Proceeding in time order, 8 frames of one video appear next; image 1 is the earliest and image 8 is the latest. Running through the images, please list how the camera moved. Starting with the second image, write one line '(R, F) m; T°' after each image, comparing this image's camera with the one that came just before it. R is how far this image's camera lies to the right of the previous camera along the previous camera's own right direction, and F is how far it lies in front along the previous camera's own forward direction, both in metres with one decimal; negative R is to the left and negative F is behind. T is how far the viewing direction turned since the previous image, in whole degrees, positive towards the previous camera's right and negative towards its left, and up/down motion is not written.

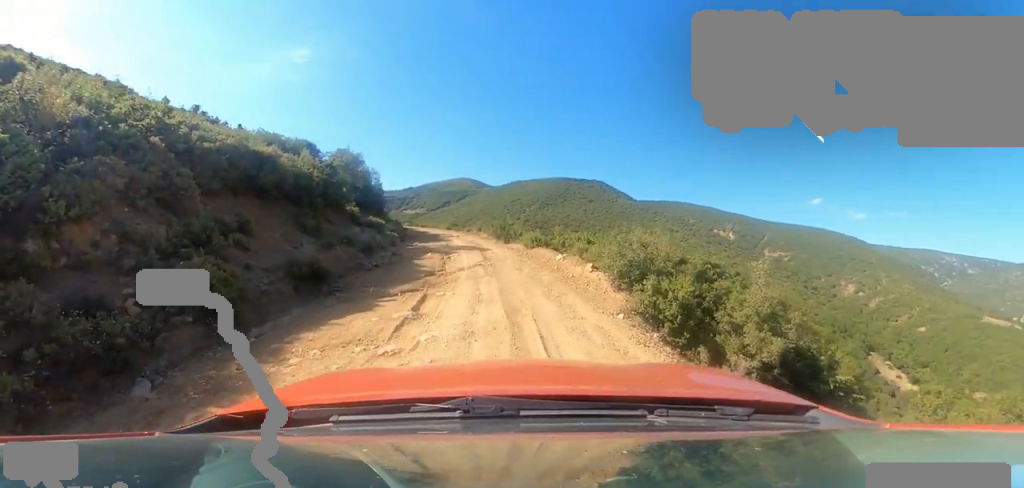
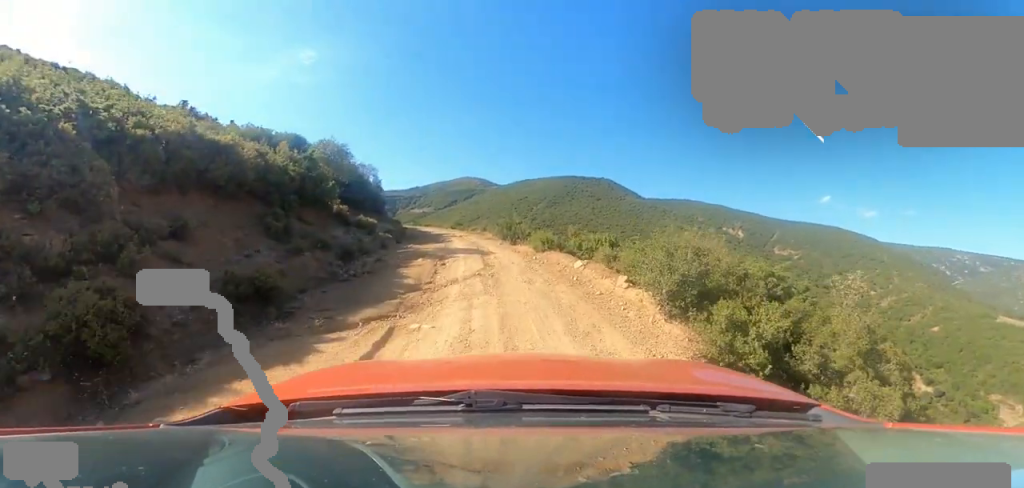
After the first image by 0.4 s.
(0.0, +2.2) m; 0°
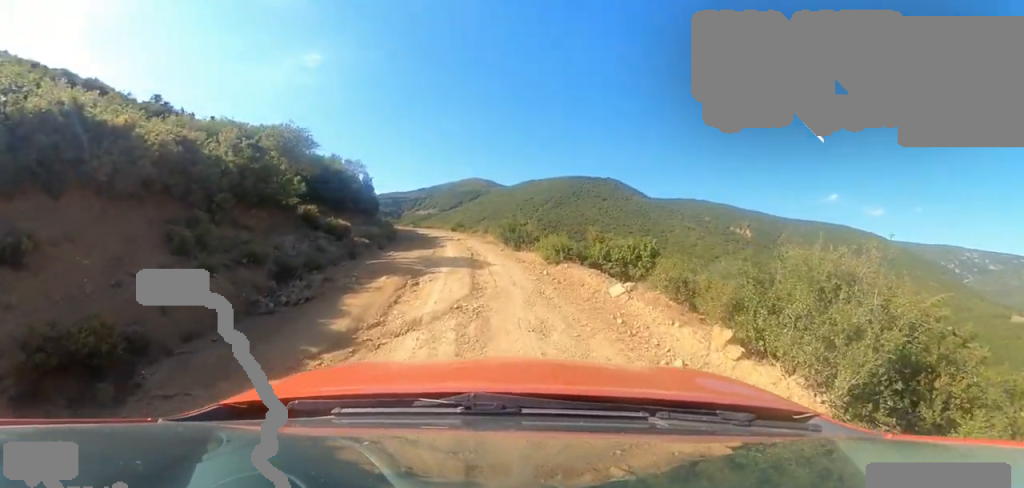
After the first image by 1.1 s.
(0.0, +3.3) m; 0°
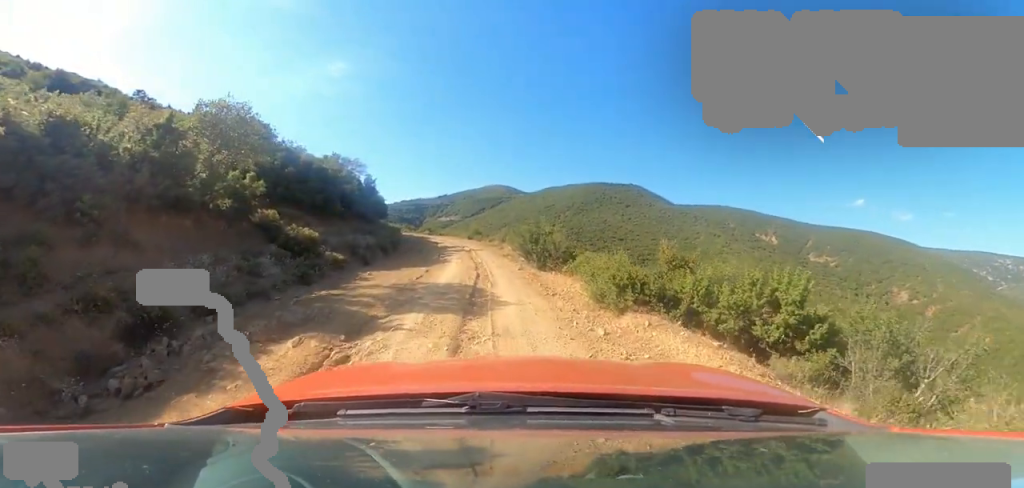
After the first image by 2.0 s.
(0.0, +4.1) m; 0°
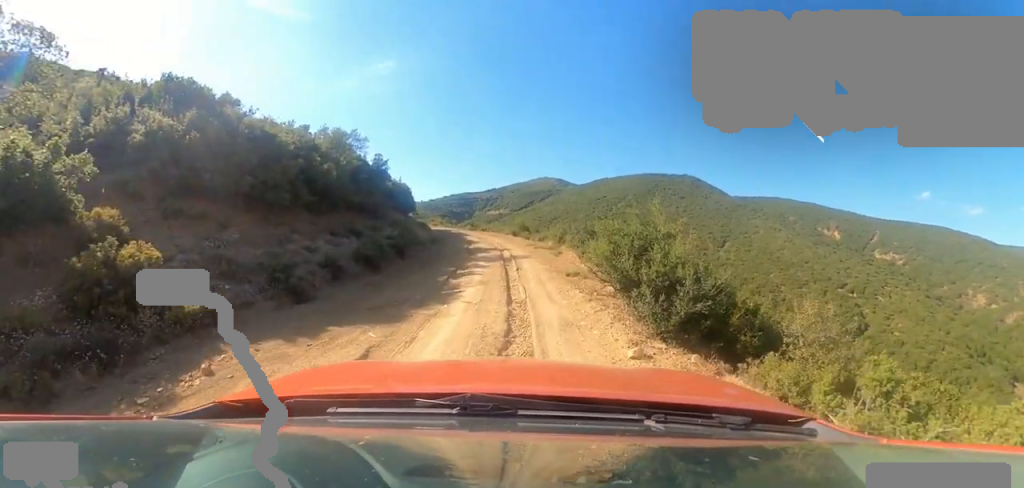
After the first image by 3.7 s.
(-0.2, +7.0) m; -9°
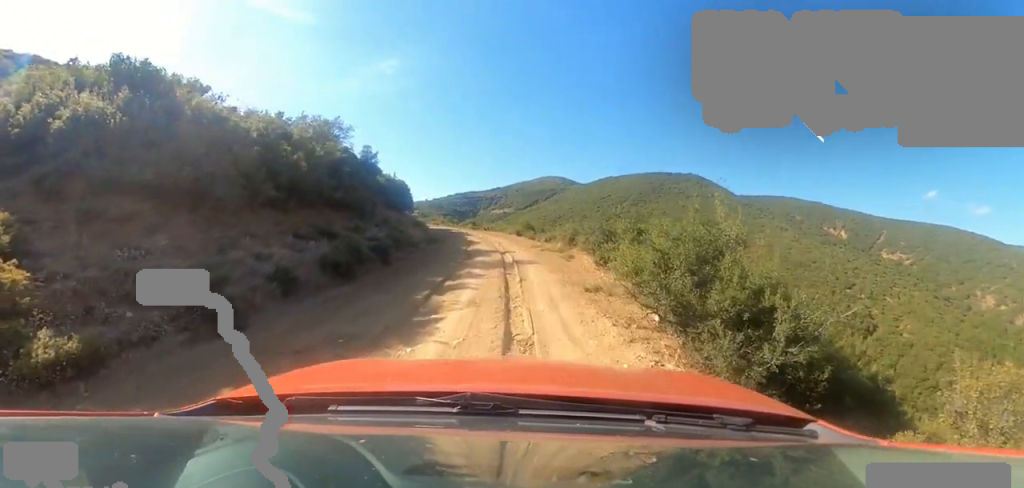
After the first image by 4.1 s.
(+0.1, +1.9) m; -4°
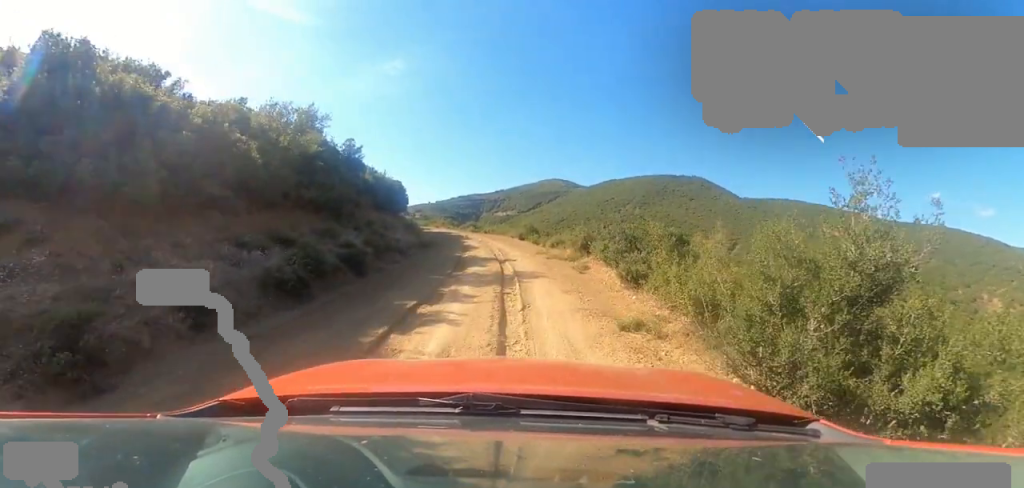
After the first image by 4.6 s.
(-0.3, +2.1) m; 0°
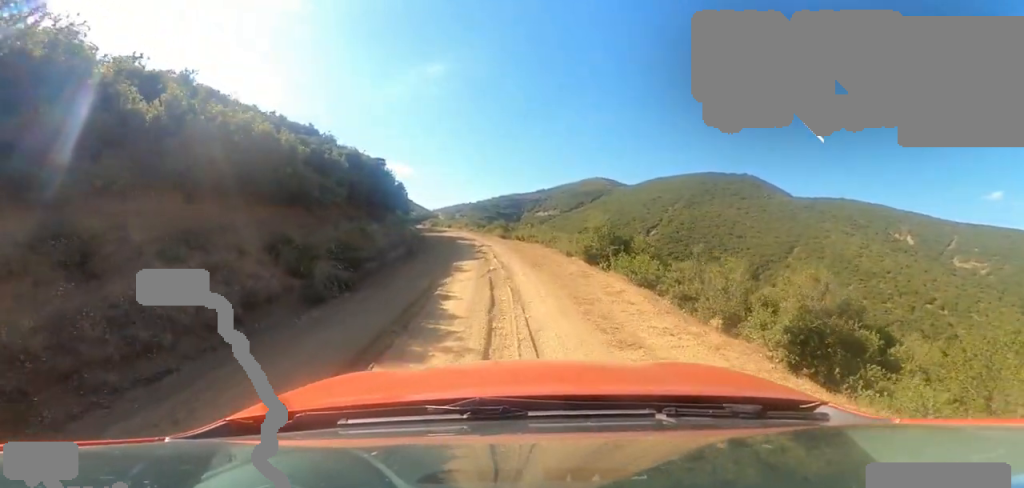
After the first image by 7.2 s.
(-0.6, +13.6) m; -7°
